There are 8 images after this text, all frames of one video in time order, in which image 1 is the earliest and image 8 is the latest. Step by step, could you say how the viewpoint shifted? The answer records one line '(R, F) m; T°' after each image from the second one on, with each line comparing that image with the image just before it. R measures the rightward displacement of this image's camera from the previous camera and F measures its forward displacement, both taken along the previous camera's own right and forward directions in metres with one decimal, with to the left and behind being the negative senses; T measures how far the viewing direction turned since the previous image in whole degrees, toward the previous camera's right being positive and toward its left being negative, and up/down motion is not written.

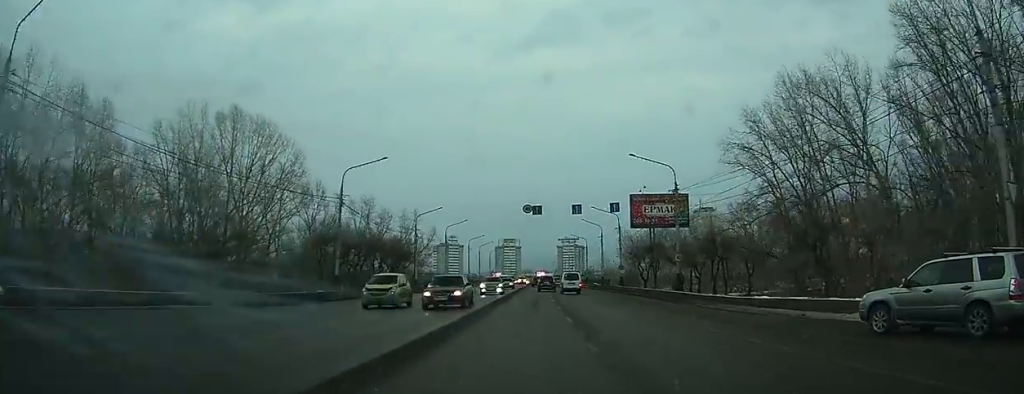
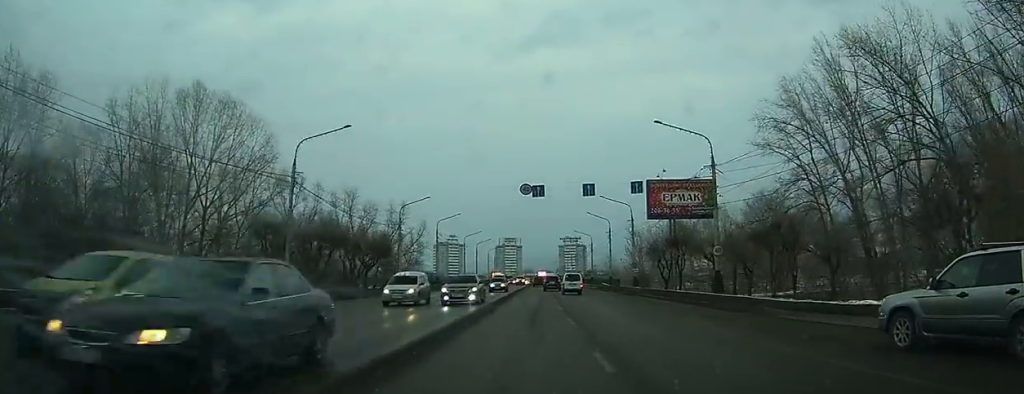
(0.0, +9.3) m; 0°
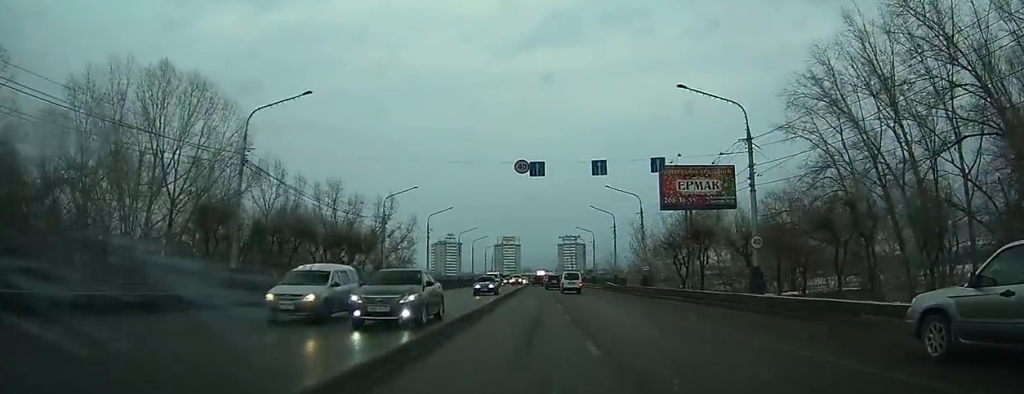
(0.0, +6.4) m; 0°
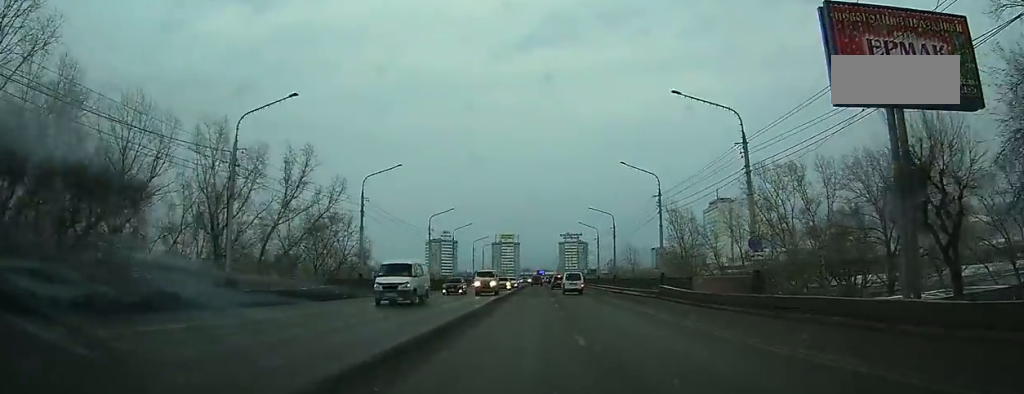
(-0.6, +29.7) m; -1°
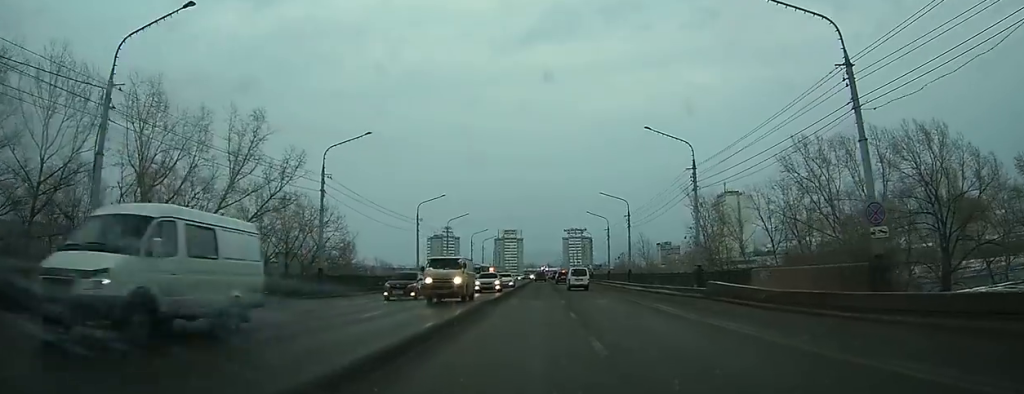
(+0.1, +10.3) m; +1°
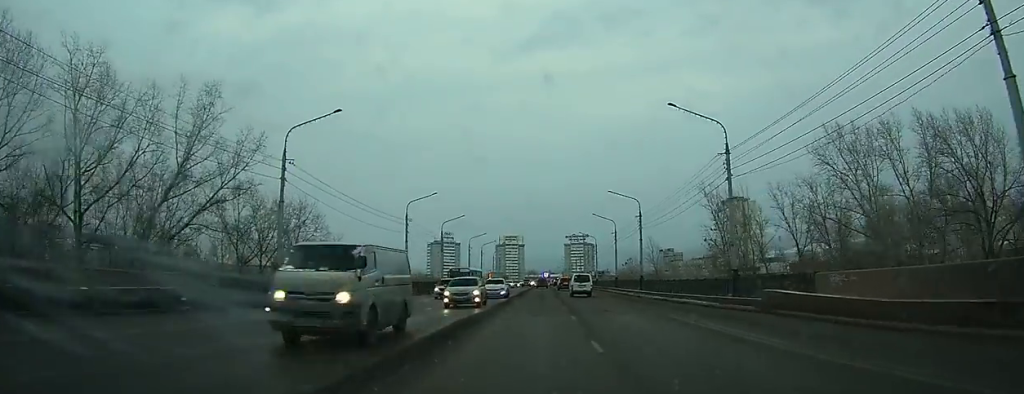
(0.0, +6.8) m; +1°
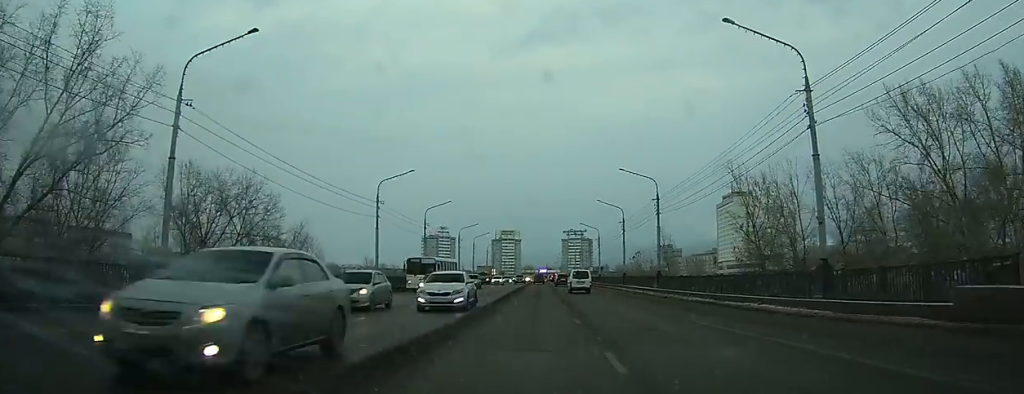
(+0.1, +10.8) m; 0°
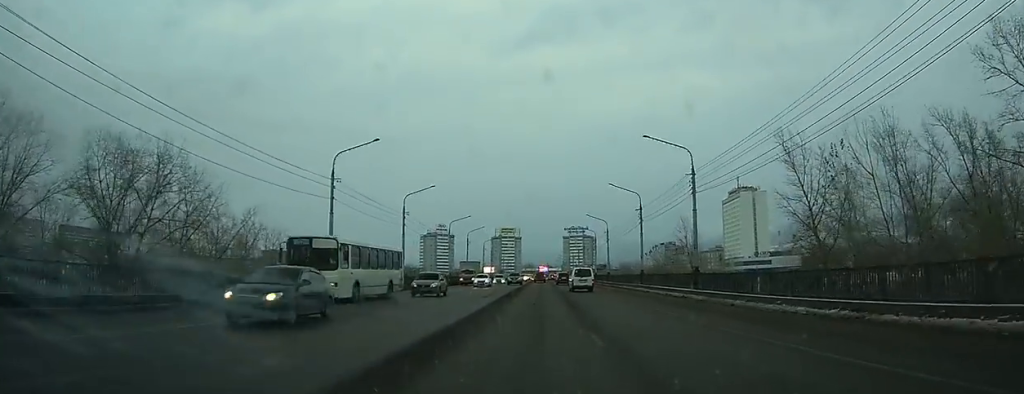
(0.0, +12.2) m; -1°
